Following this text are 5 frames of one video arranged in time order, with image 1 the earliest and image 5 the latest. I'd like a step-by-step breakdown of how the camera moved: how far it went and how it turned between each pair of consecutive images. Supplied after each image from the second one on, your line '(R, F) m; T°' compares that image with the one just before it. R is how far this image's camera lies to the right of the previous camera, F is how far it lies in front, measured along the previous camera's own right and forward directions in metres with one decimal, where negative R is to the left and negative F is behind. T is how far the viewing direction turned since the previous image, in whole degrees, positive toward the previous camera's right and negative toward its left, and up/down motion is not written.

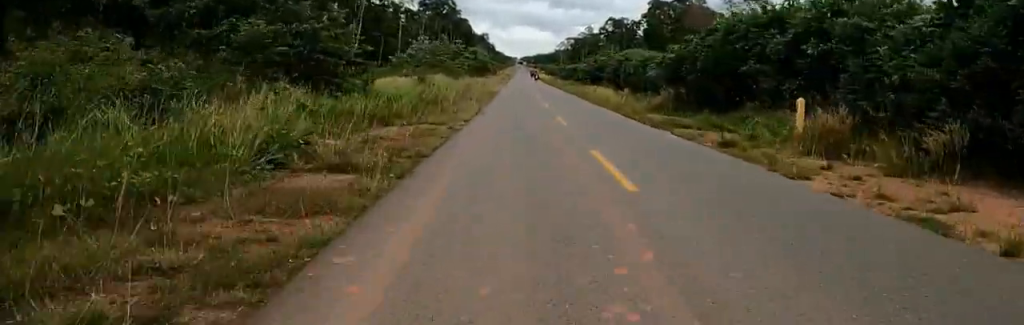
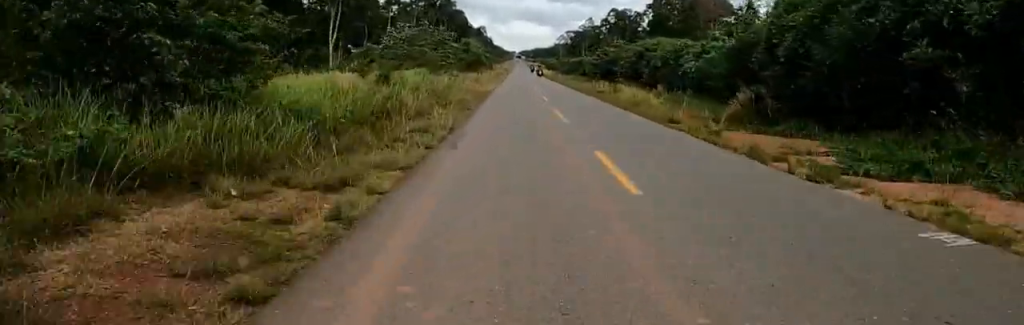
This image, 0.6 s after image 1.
(+0.1, +7.7) m; +1°
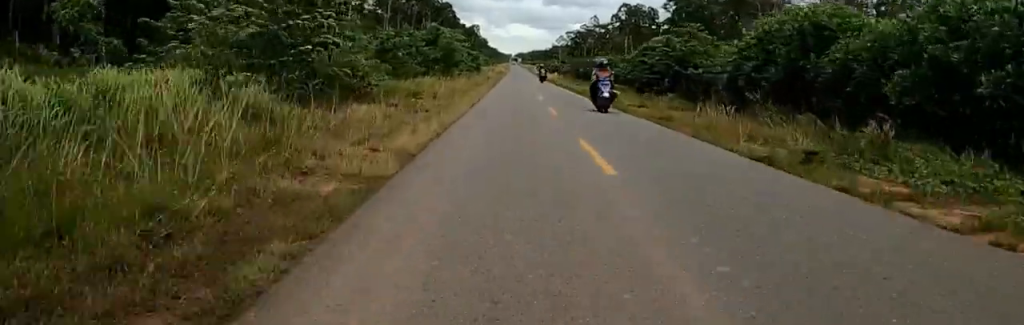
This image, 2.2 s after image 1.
(+0.7, +24.2) m; 0°
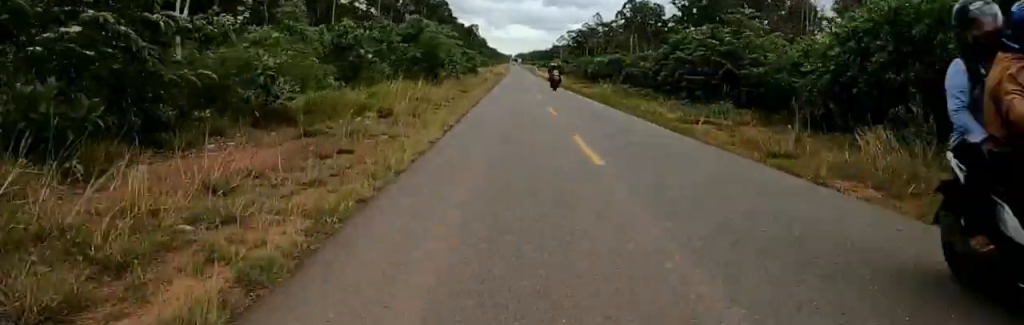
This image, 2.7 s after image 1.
(+0.1, +7.2) m; -1°
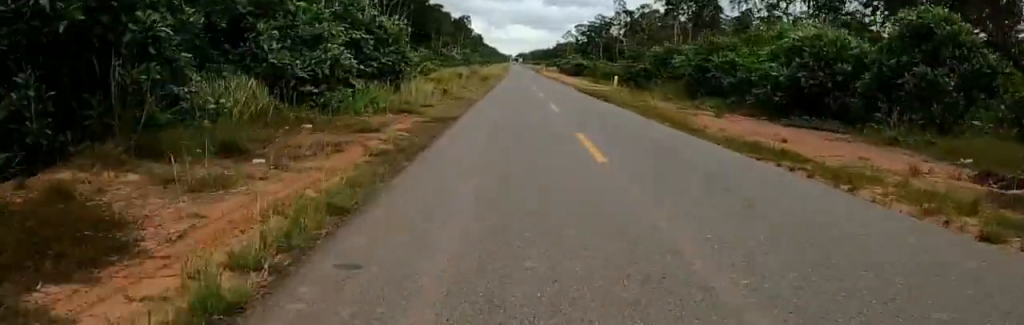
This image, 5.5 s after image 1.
(-0.5, +41.4) m; +1°
